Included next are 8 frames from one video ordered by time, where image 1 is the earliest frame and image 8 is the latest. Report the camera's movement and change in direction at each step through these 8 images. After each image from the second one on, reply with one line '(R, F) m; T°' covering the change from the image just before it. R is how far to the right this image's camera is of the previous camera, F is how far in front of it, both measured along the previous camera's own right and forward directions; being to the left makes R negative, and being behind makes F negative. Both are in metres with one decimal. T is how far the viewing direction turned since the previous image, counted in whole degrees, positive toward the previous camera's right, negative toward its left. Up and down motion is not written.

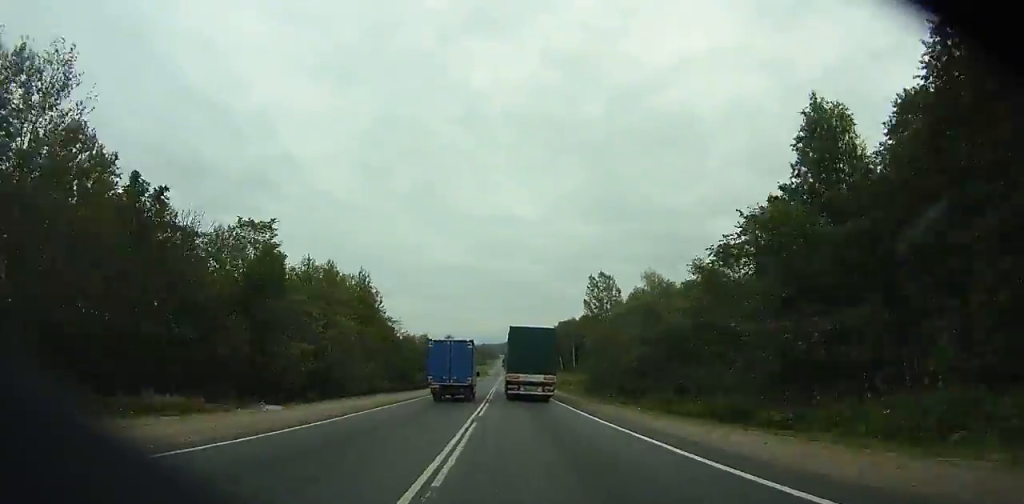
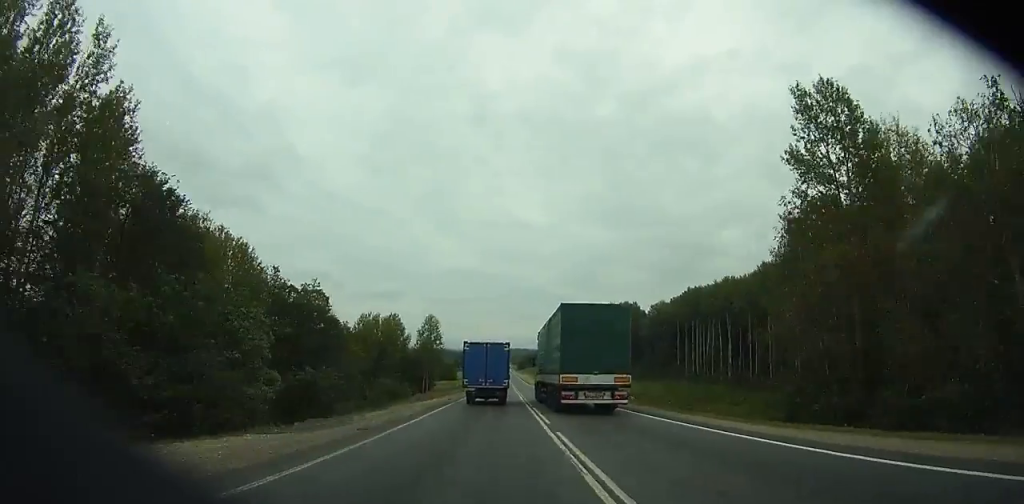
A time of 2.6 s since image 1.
(+0.3, +79.8) m; 0°
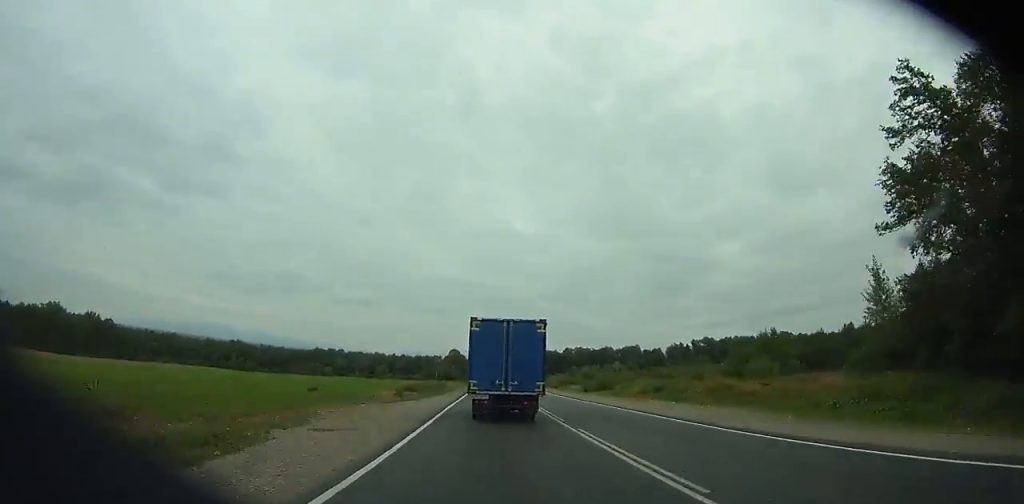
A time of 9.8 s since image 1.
(-2.1, +231.4) m; 0°
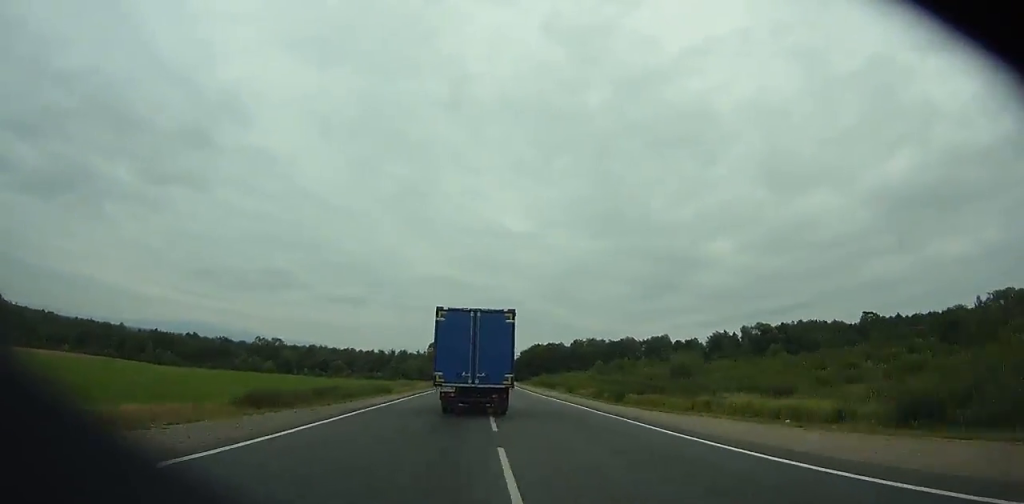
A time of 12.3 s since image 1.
(+0.5, +78.8) m; 0°
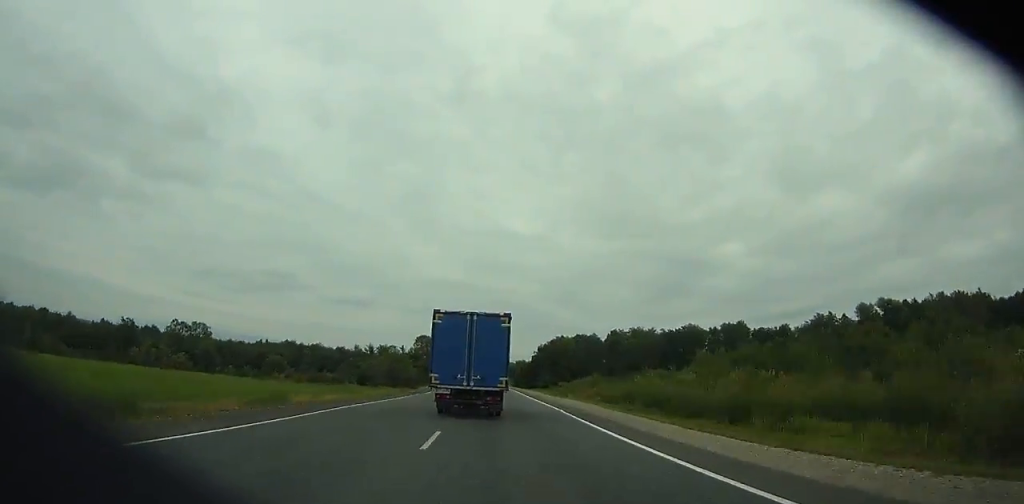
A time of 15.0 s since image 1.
(0.0, +83.0) m; 0°
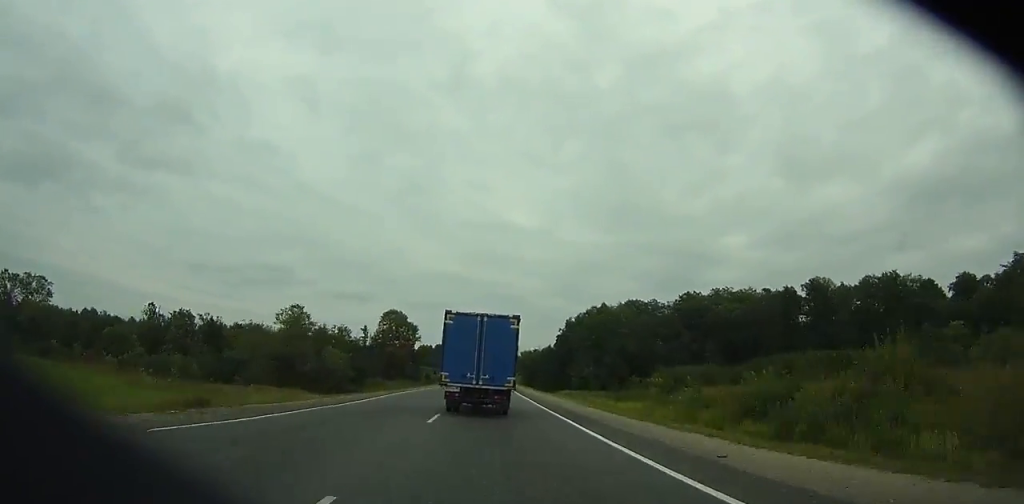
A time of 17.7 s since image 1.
(-0.2, +80.6) m; 0°
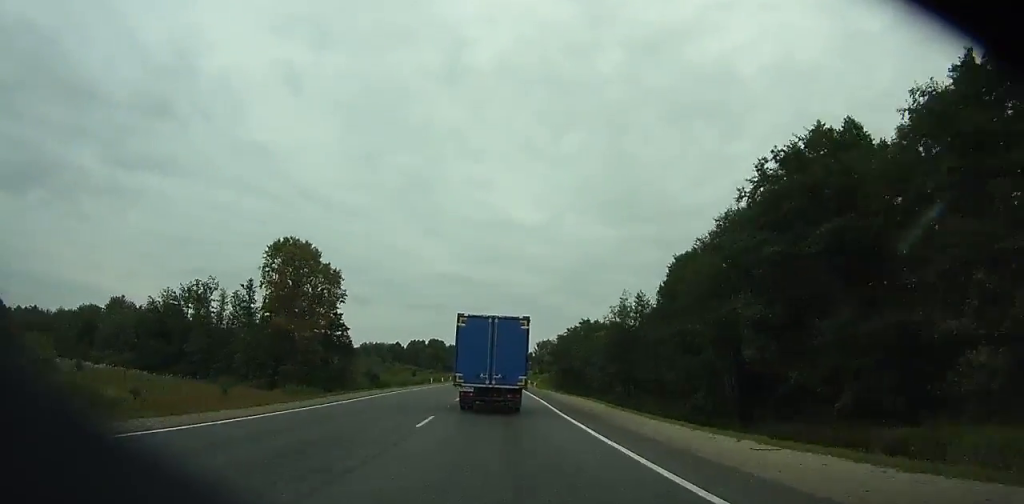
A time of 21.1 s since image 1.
(-0.3, +98.3) m; 0°
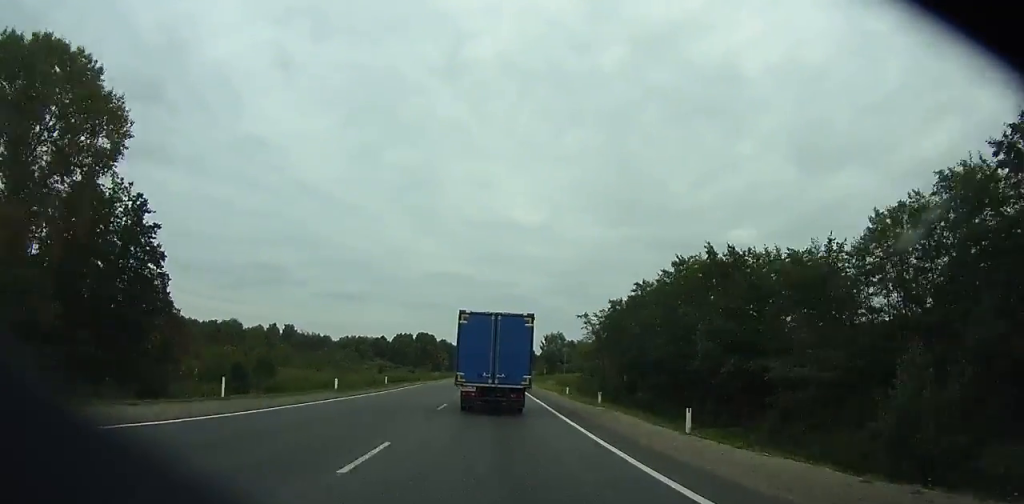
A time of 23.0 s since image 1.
(-0.1, +53.6) m; 0°
